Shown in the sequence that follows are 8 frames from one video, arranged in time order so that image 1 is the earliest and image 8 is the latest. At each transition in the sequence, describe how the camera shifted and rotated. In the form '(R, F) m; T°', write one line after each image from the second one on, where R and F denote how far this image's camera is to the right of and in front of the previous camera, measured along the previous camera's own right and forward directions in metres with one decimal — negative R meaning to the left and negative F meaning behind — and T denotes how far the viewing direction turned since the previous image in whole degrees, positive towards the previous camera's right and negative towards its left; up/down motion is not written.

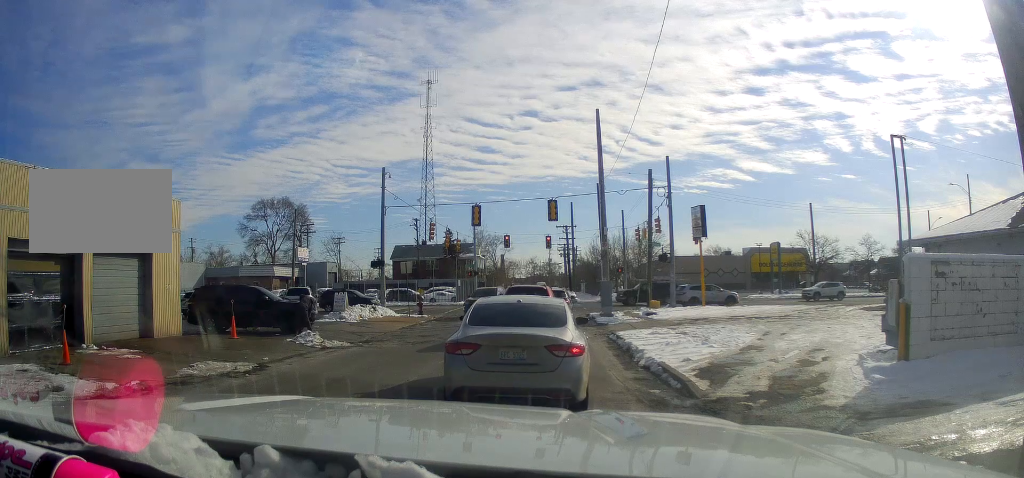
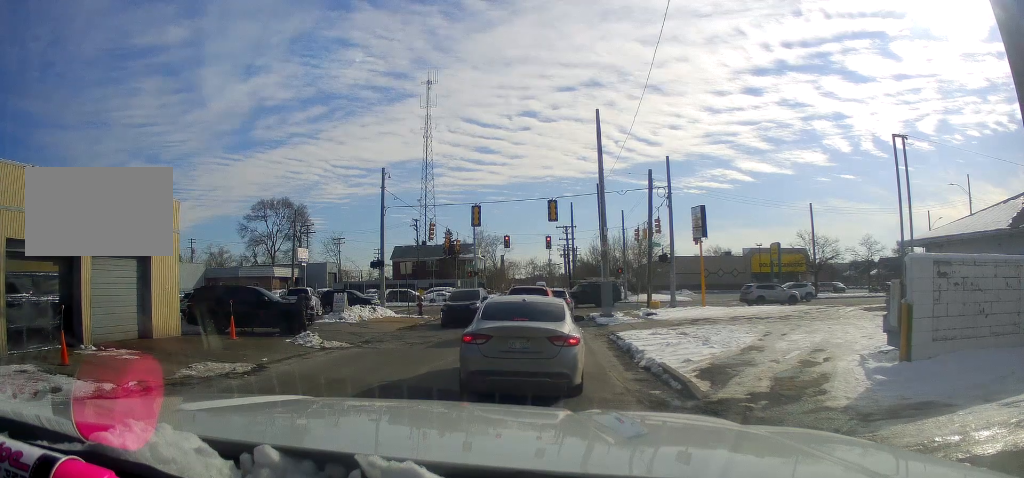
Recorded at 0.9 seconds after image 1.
(0.0, +0.3) m; 0°
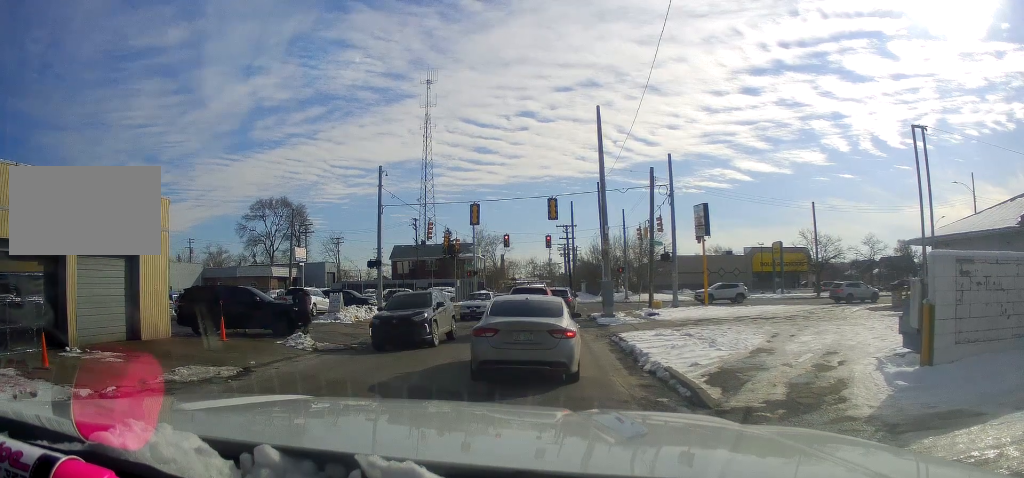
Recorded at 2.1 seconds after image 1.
(+0.1, +0.5) m; 0°
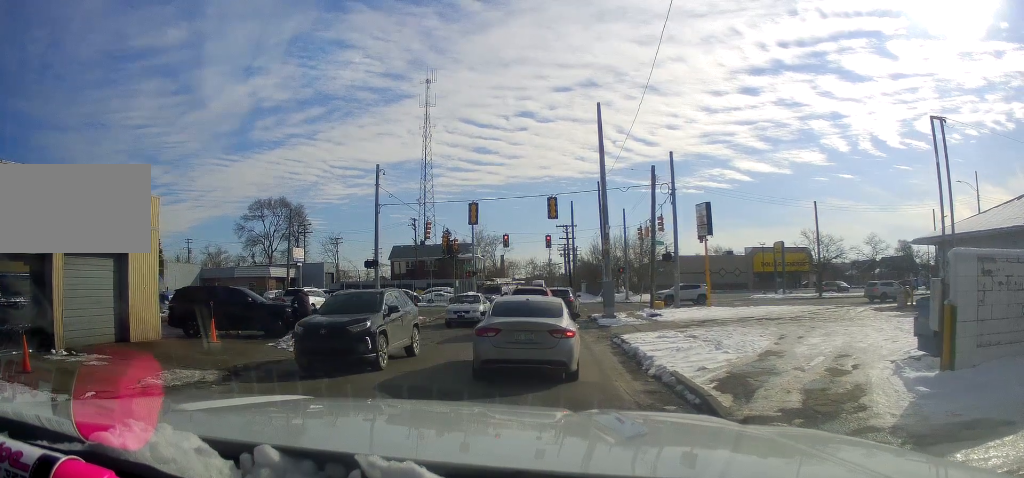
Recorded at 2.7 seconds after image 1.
(0.0, +0.2) m; 0°
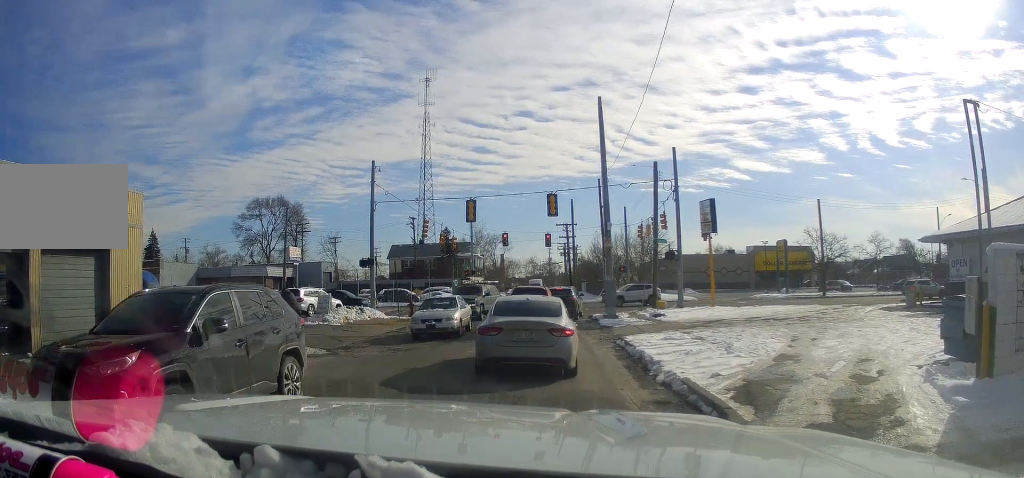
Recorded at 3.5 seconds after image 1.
(0.0, +0.3) m; 0°
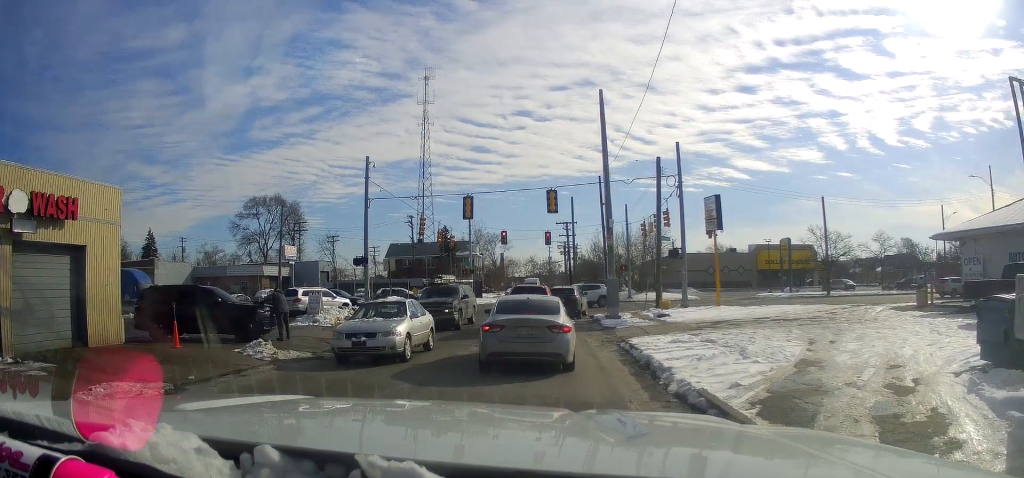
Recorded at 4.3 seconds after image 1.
(0.0, +0.3) m; 0°
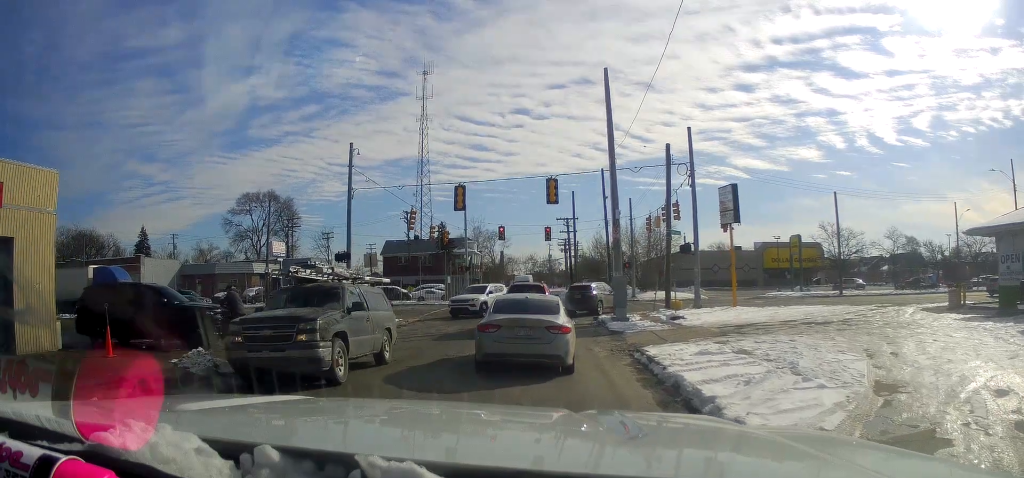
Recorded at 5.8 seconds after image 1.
(+0.3, +0.9) m; -5°
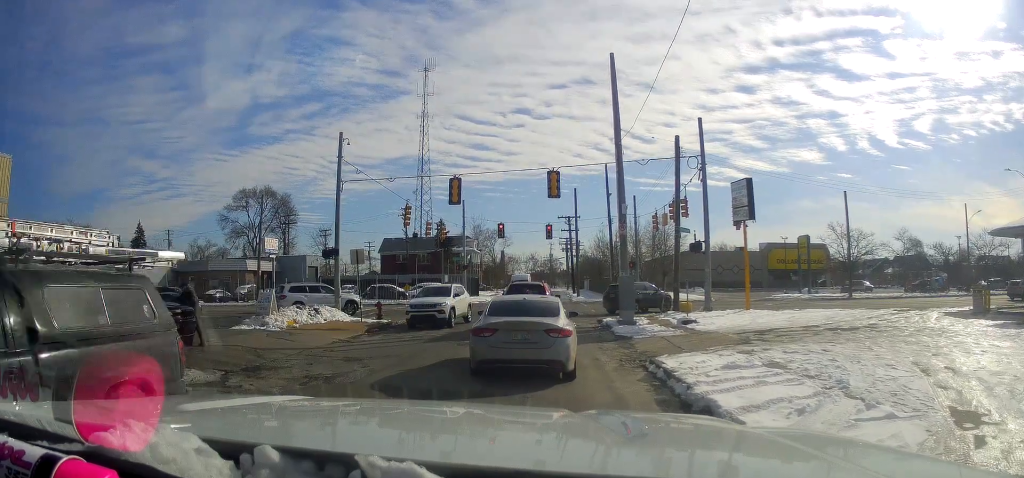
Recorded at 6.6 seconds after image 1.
(-0.2, +1.3) m; +2°
